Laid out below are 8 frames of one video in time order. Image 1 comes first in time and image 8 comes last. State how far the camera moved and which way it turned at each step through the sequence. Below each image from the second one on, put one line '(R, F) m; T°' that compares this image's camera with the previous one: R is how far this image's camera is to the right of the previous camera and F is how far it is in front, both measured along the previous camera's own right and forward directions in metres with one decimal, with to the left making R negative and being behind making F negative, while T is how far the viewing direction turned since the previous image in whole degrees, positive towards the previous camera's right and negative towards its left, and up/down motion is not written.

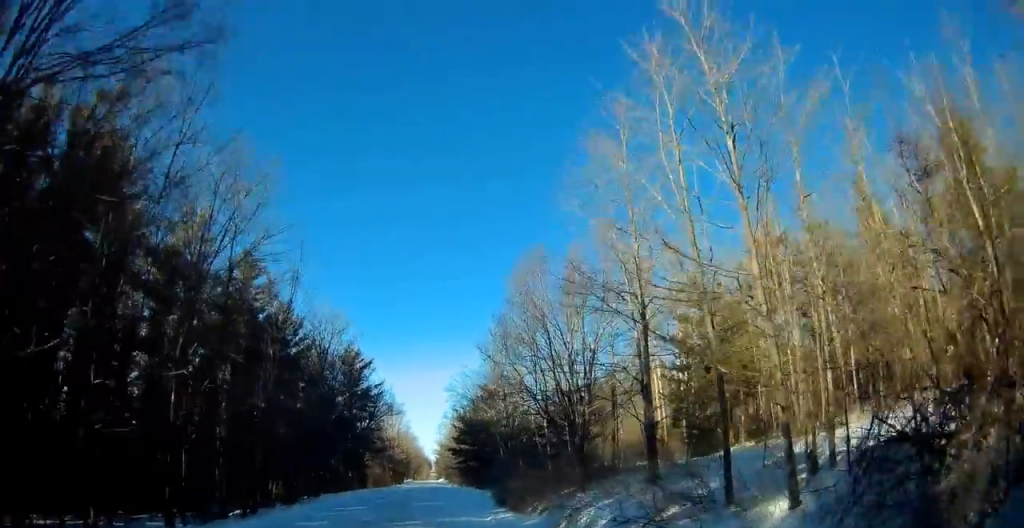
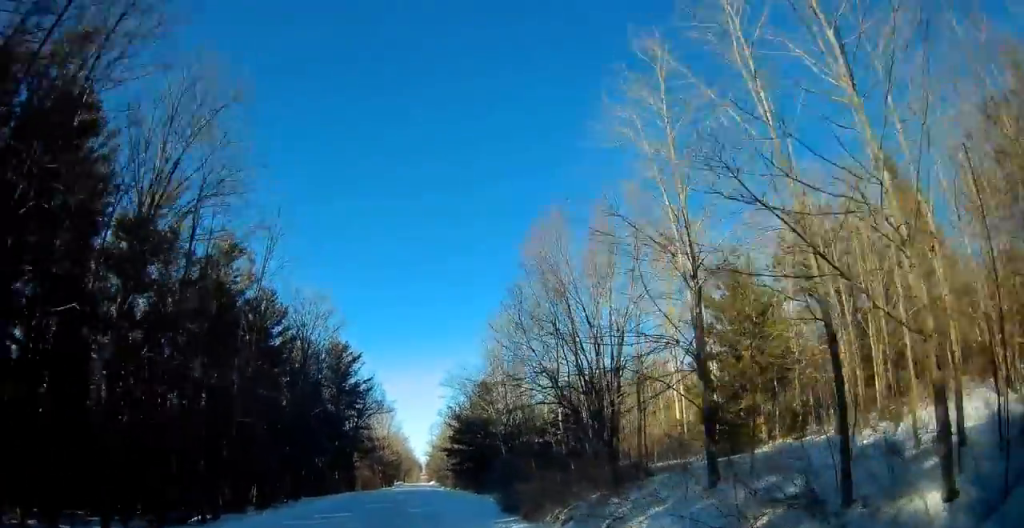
(+0.2, +4.1) m; 0°
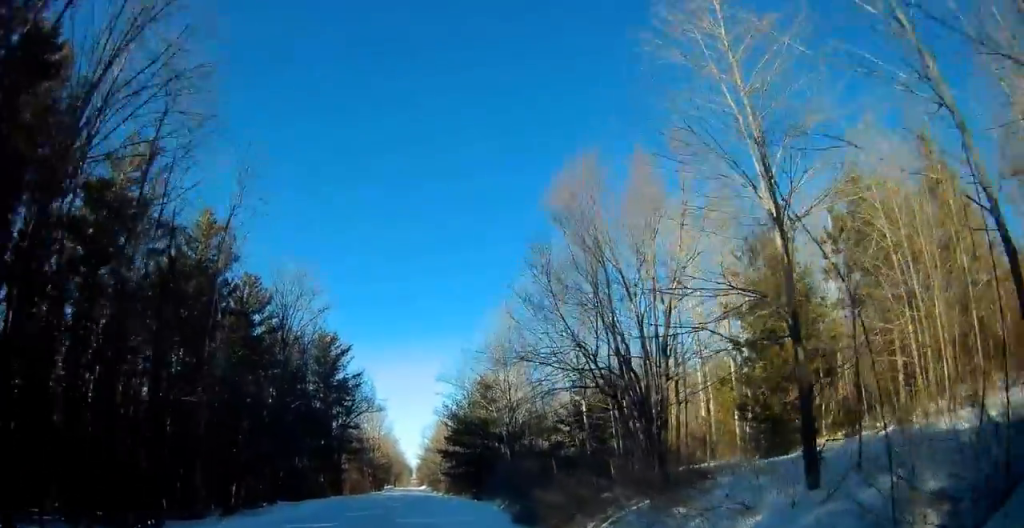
(-0.2, +4.1) m; 0°
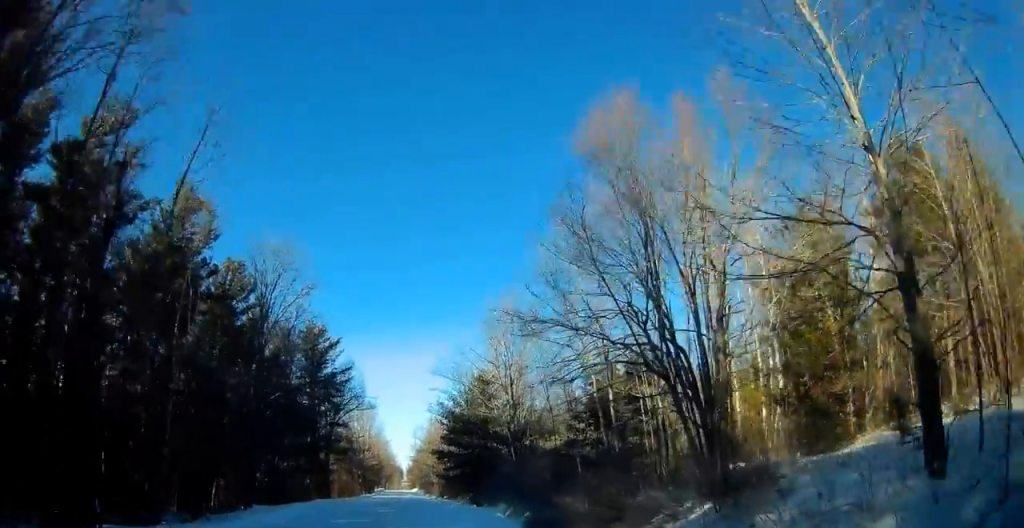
(-0.1, +3.3) m; 0°
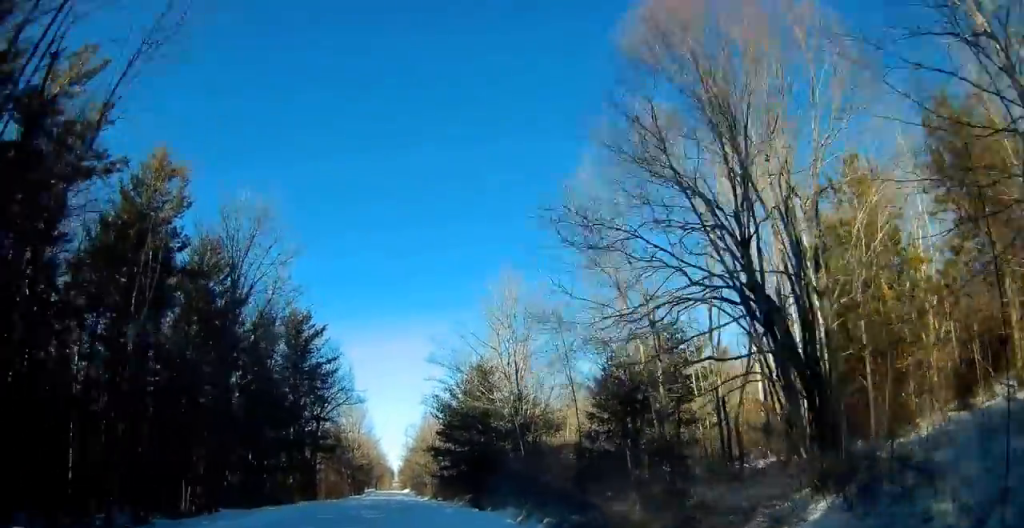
(+0.2, +3.8) m; +2°
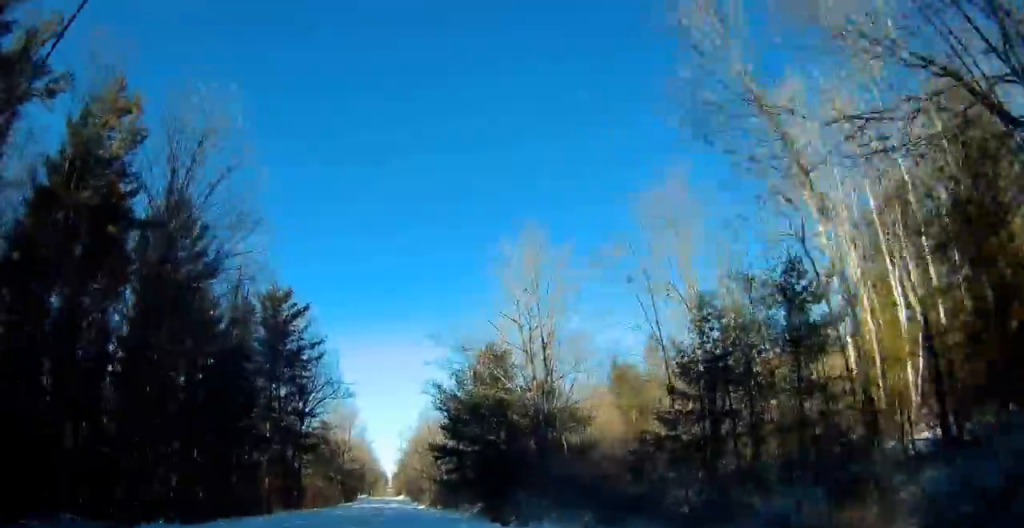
(+0.2, +6.6) m; +1°
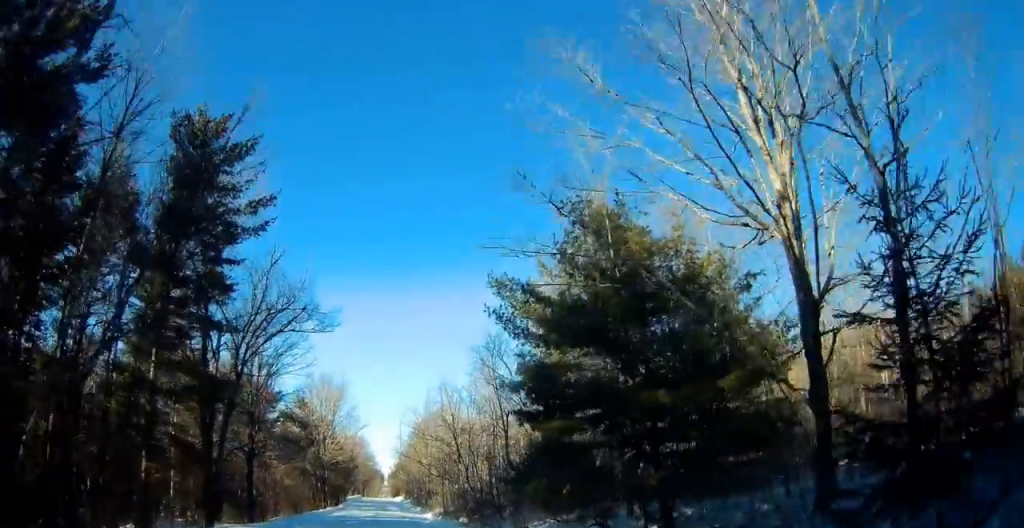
(0.0, +19.0) m; 0°
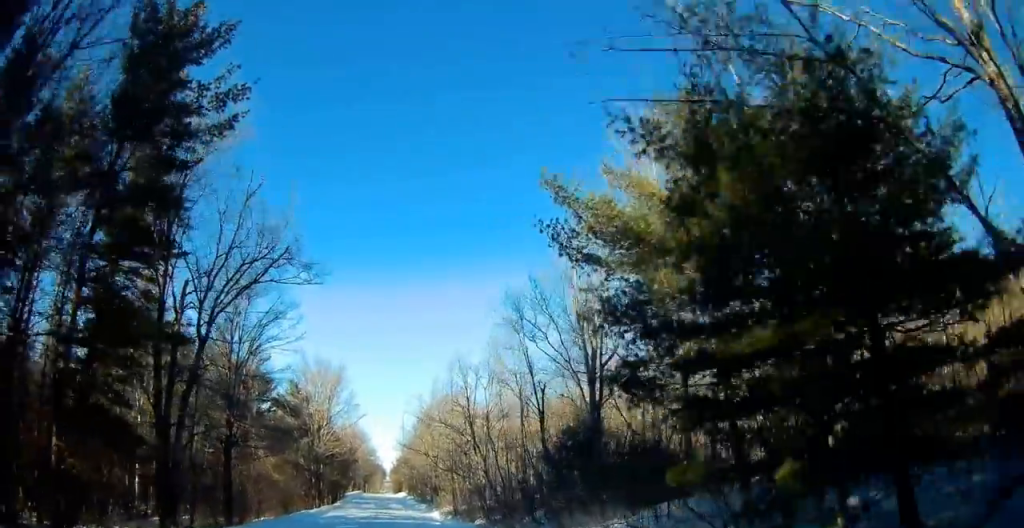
(0.0, +5.8) m; 0°
